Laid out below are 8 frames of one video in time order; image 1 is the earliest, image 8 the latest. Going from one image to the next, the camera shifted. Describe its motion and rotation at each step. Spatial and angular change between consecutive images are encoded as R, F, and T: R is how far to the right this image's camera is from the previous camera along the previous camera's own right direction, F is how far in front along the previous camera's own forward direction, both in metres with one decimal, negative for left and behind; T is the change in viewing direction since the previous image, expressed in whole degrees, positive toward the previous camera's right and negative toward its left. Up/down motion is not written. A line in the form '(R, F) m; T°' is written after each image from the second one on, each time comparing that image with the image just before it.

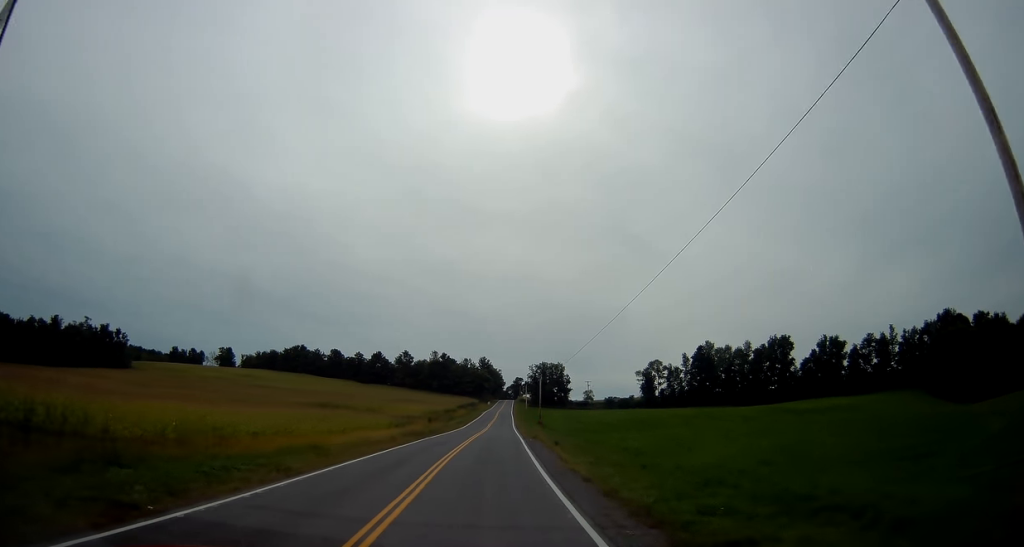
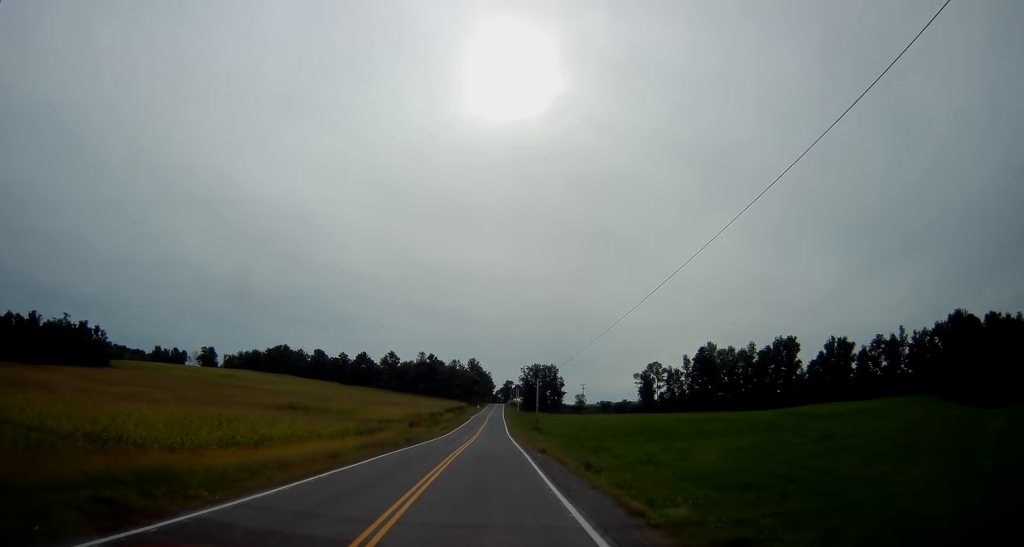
(+0.1, +11.8) m; +1°
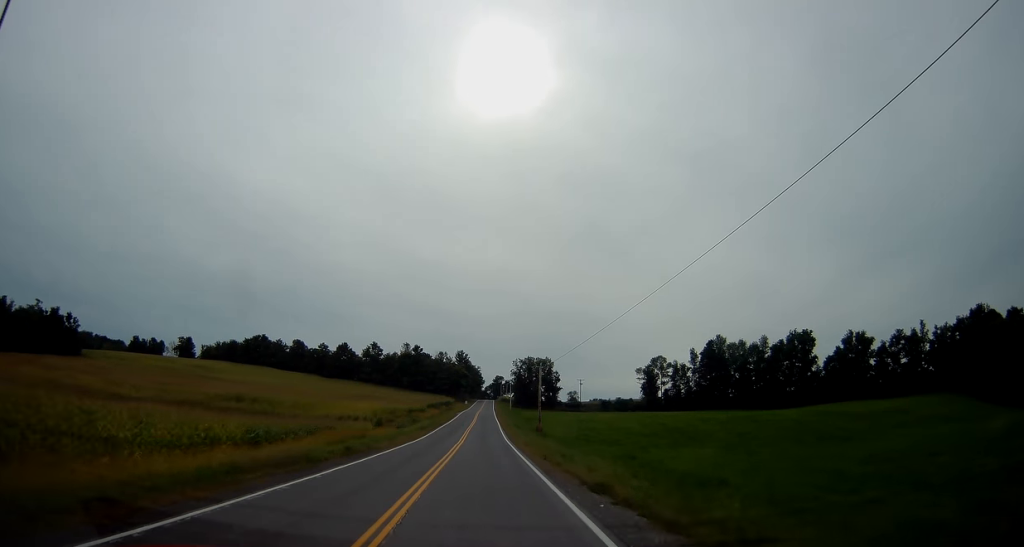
(+0.3, +17.3) m; 0°
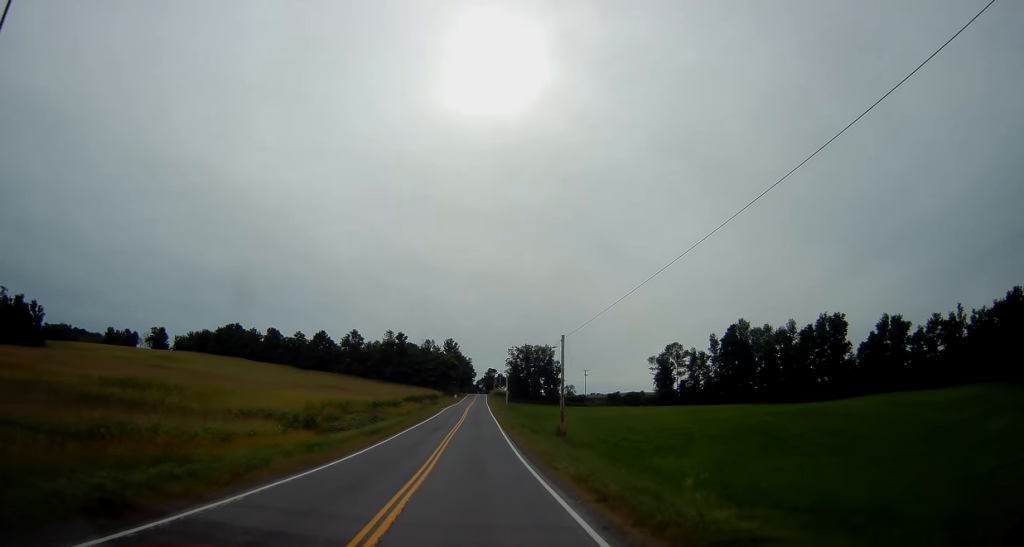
(-0.1, +23.5) m; +1°
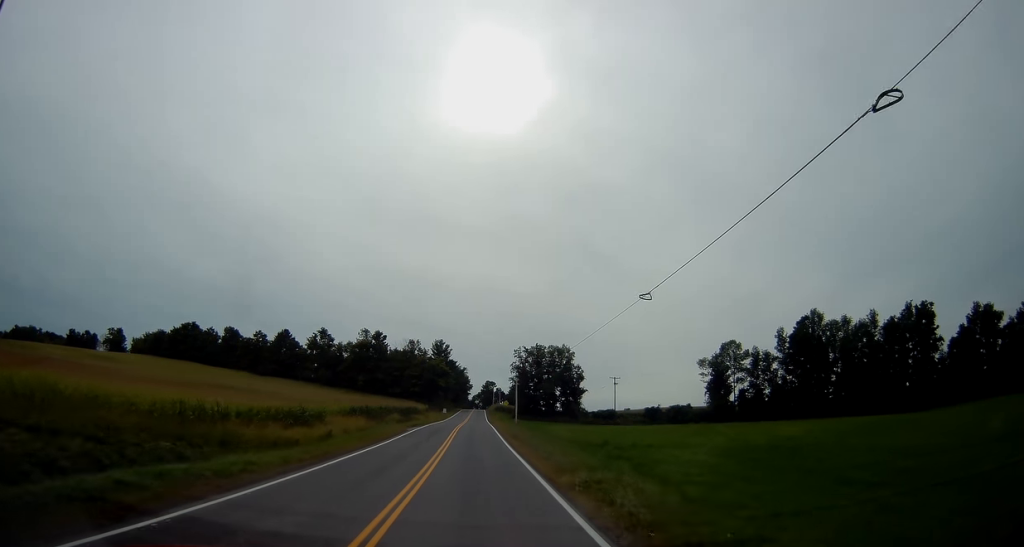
(+0.7, +40.9) m; +1°
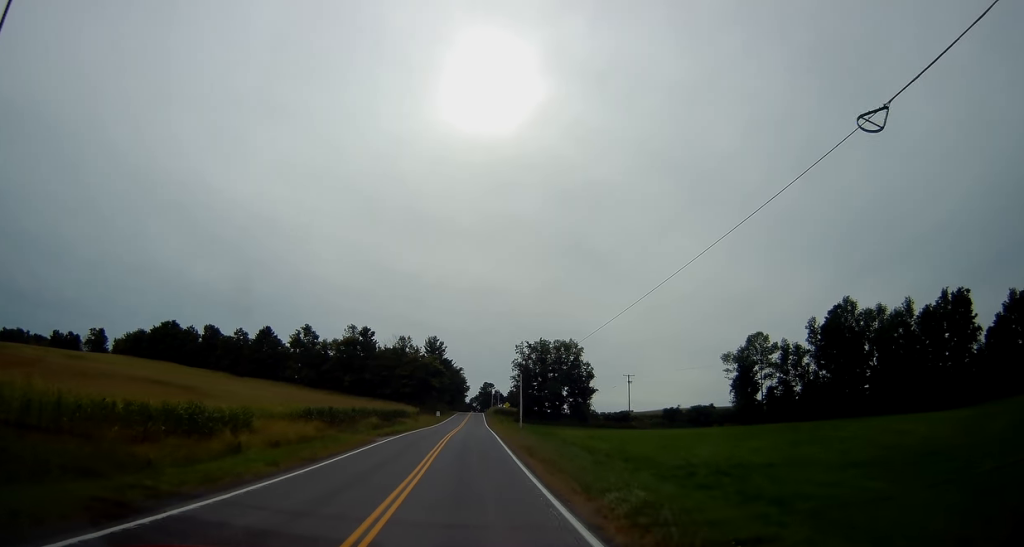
(0.0, +14.5) m; 0°
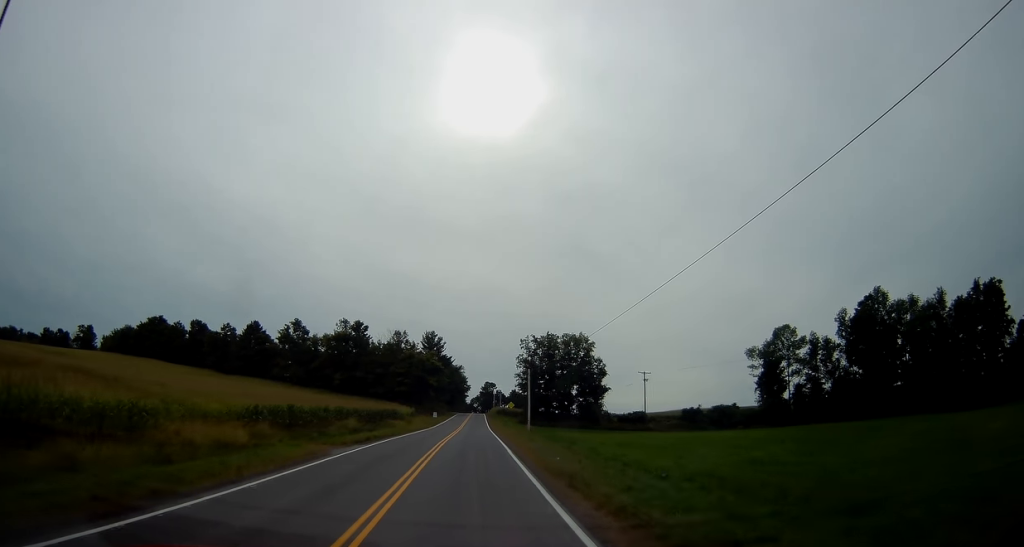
(0.0, +10.6) m; 0°
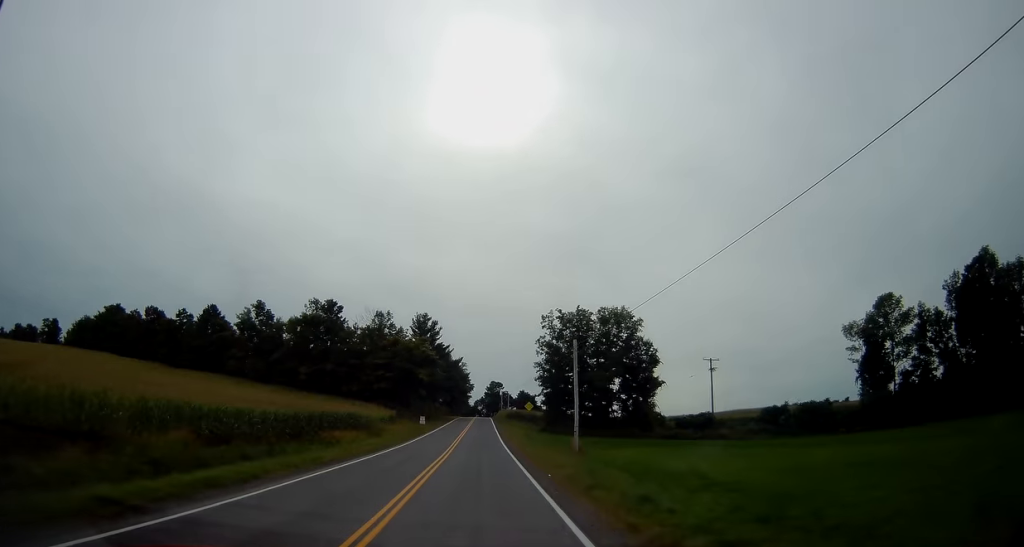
(-0.1, +30.3) m; +1°
